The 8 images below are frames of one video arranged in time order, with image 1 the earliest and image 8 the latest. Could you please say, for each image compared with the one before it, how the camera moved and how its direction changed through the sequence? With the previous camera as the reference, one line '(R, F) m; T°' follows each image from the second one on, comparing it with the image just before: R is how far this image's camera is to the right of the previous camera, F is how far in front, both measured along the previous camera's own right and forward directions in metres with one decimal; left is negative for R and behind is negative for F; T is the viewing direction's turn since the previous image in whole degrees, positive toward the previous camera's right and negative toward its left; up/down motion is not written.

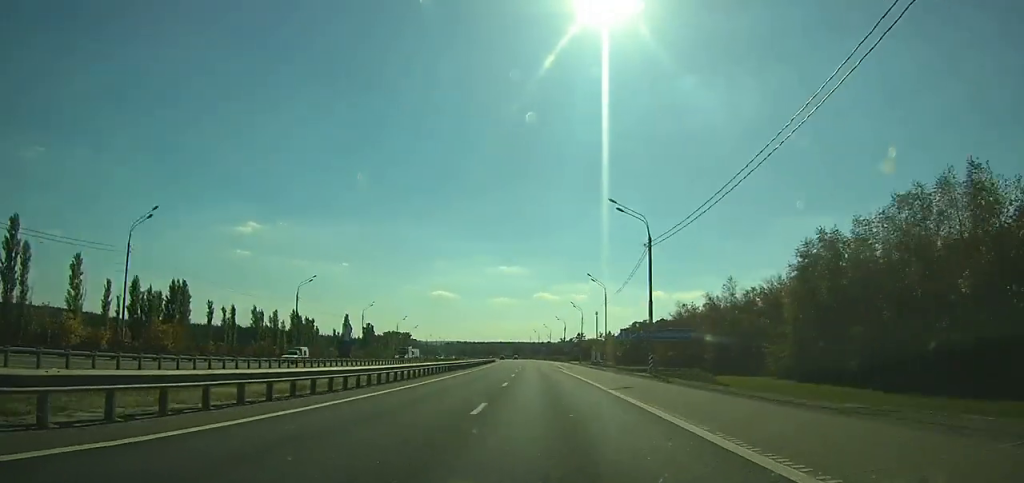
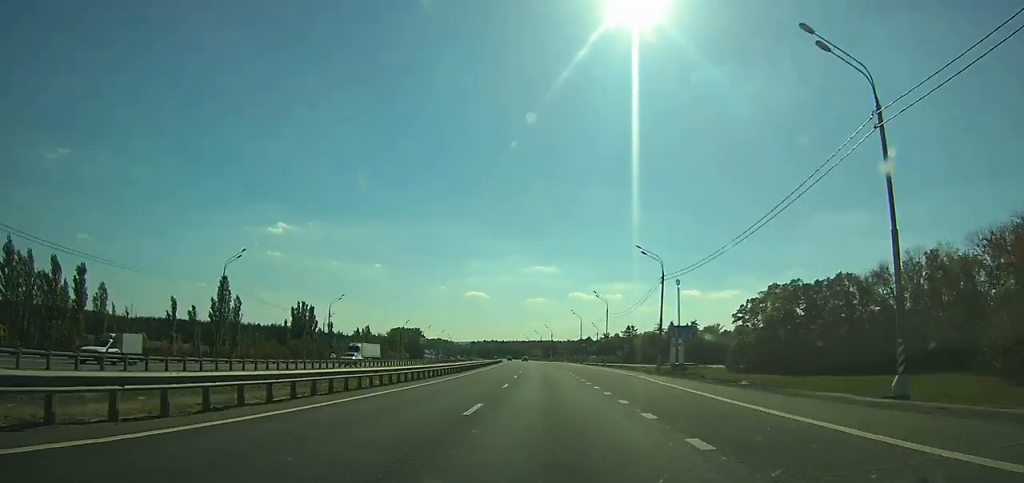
(-2.9, +93.2) m; -3°
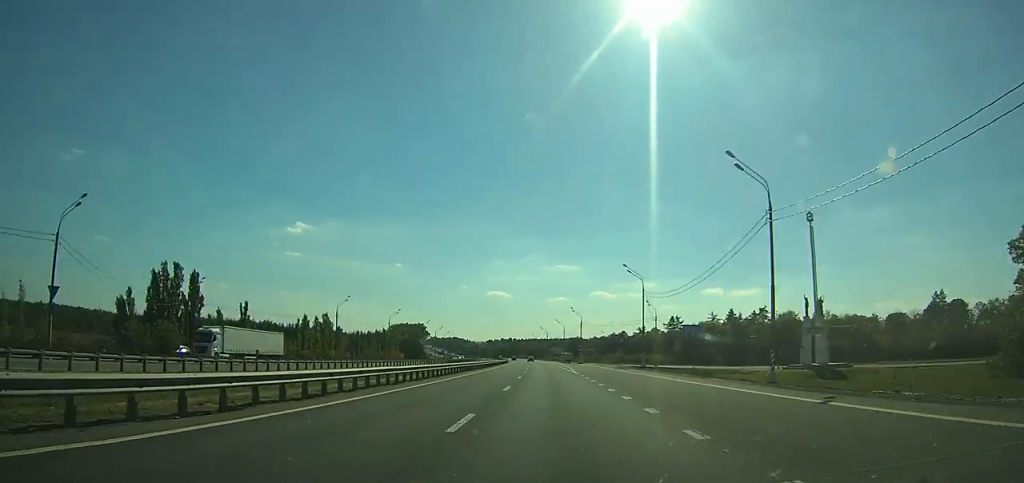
(-0.9, +61.9) m; -2°
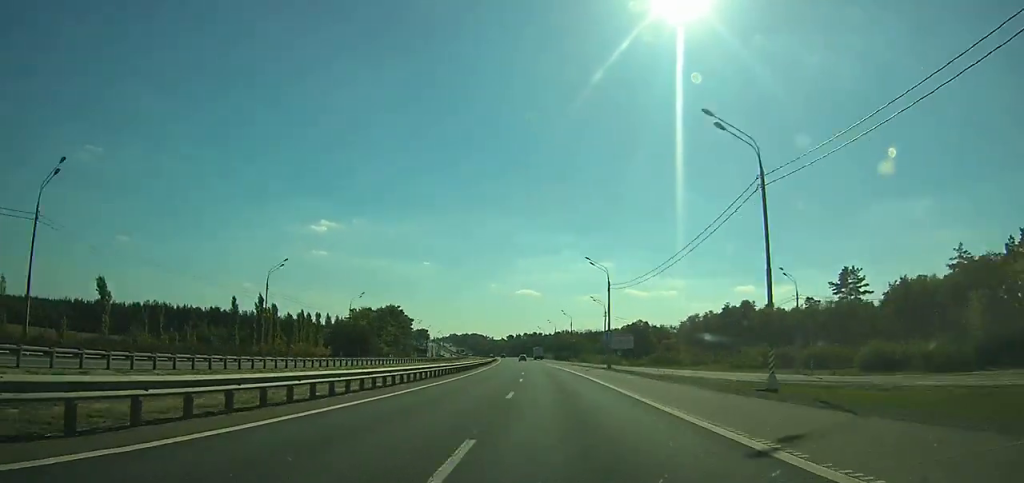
(-3.7, +138.1) m; -3°
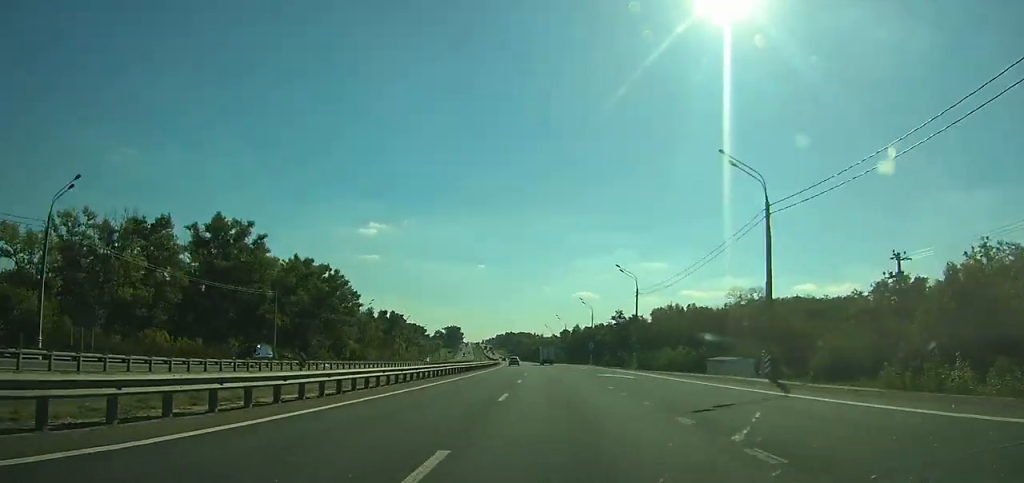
(-8.2, +178.4) m; -5°
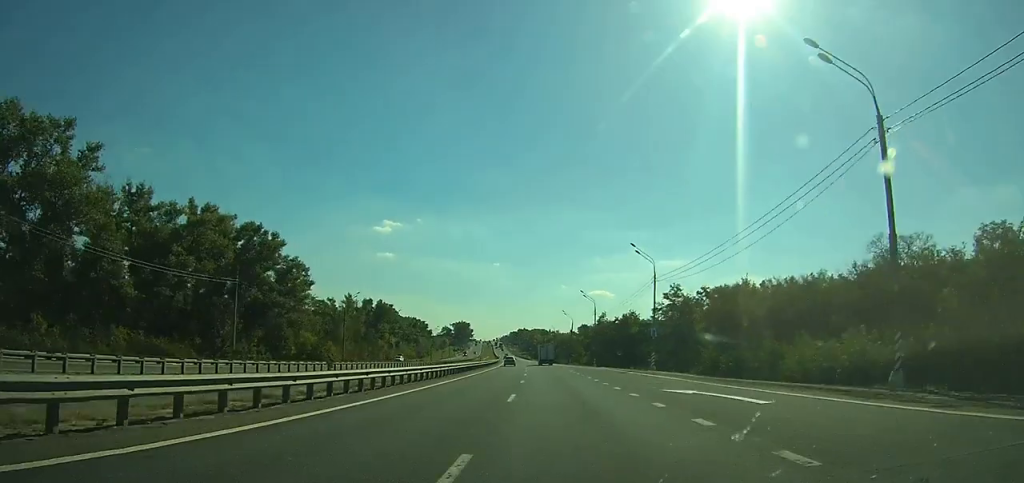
(-1.0, +46.7) m; -1°
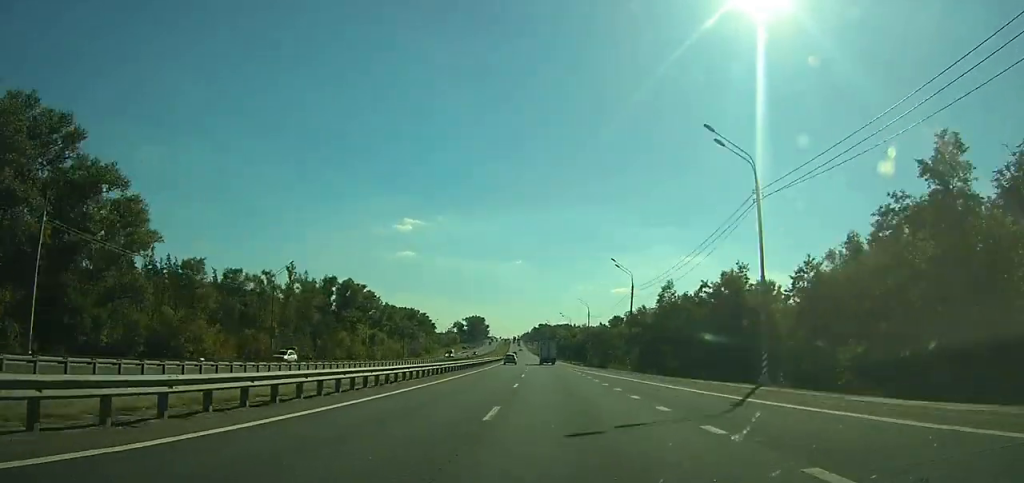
(-1.1, +64.3) m; -2°
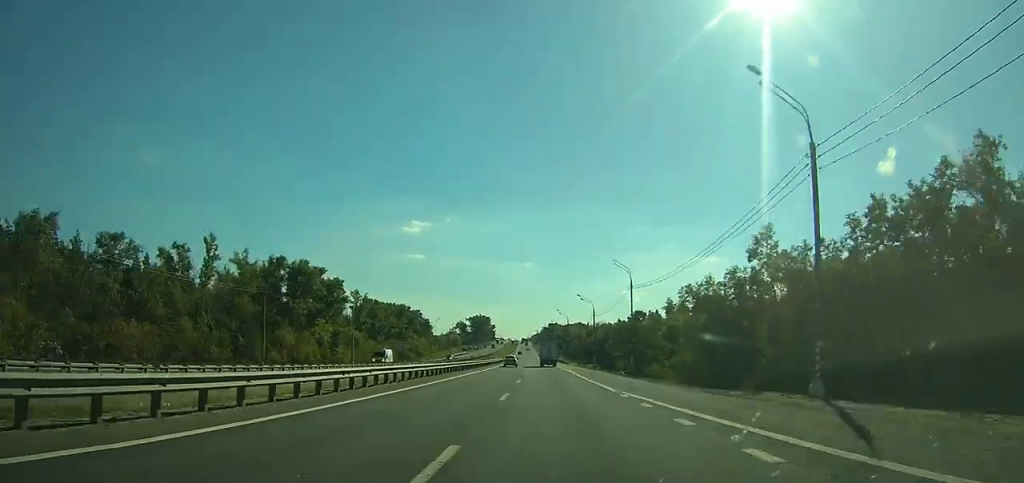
(-0.4, +43.4) m; -1°
